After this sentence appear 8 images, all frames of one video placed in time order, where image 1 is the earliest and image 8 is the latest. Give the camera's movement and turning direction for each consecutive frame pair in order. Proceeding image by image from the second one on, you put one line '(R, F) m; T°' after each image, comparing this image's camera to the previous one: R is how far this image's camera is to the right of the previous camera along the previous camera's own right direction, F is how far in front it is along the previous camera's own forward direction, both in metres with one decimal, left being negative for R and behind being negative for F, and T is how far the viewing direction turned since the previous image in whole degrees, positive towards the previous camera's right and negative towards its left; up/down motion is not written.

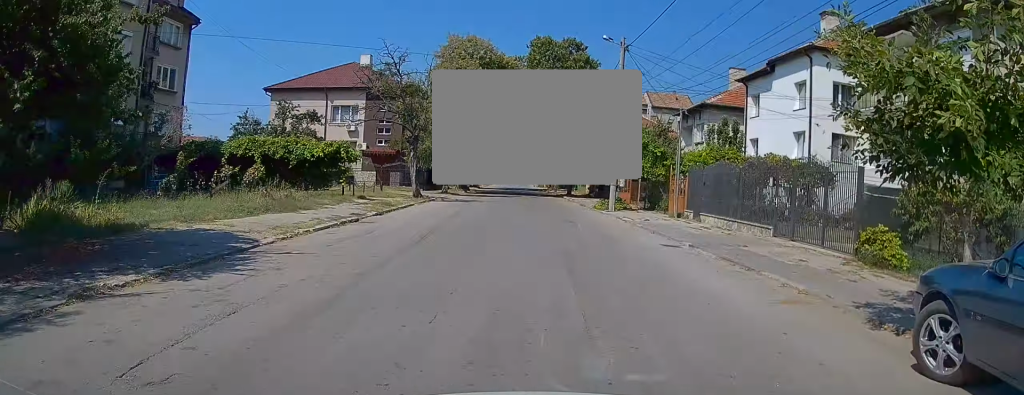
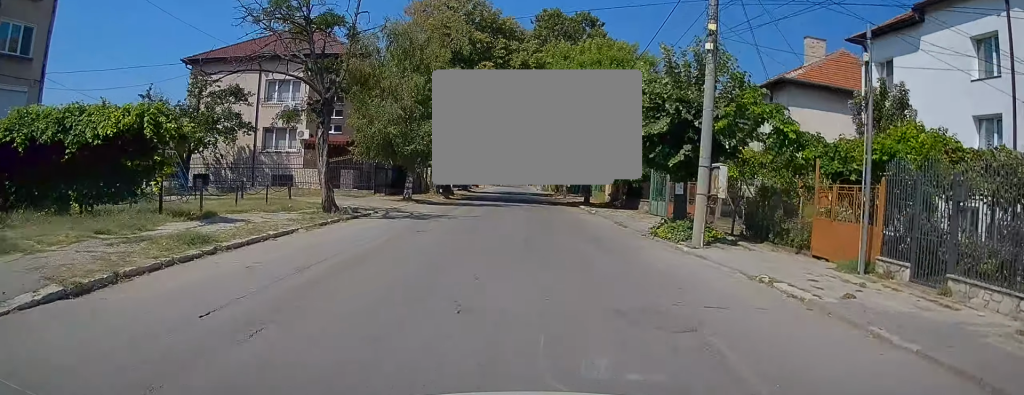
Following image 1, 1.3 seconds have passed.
(-0.2, +14.6) m; -2°
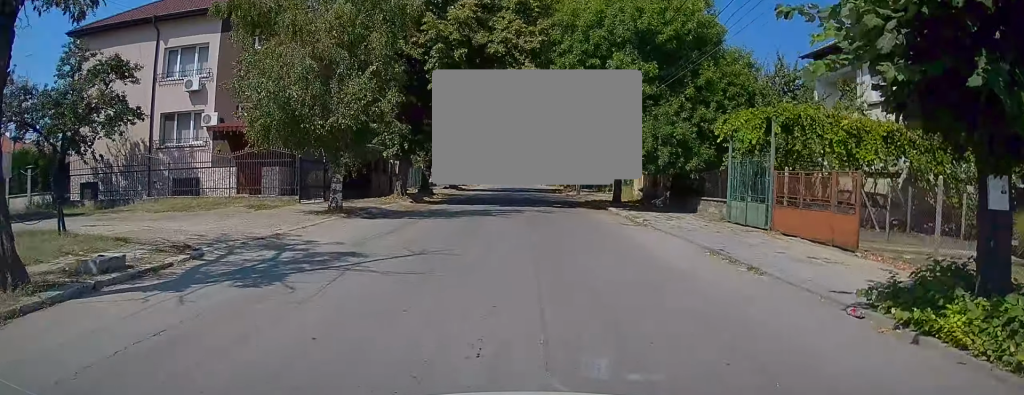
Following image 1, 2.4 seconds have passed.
(-0.3, +12.0) m; -2°
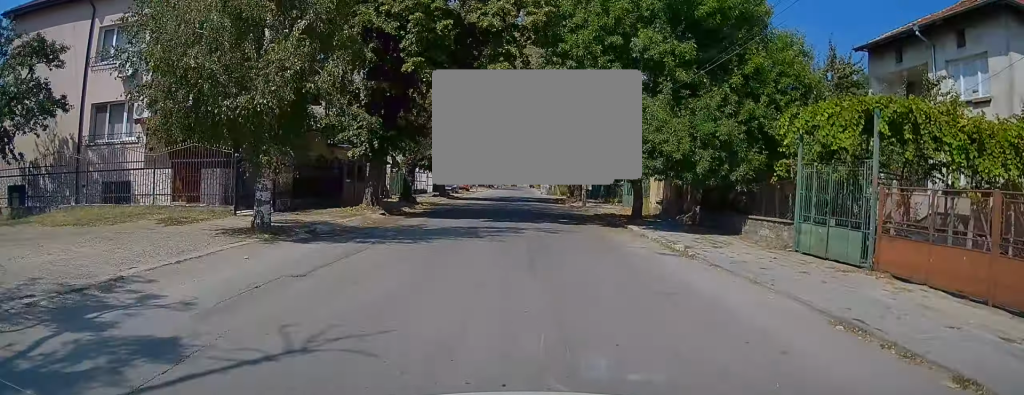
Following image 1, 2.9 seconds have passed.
(-0.2, +5.3) m; 0°
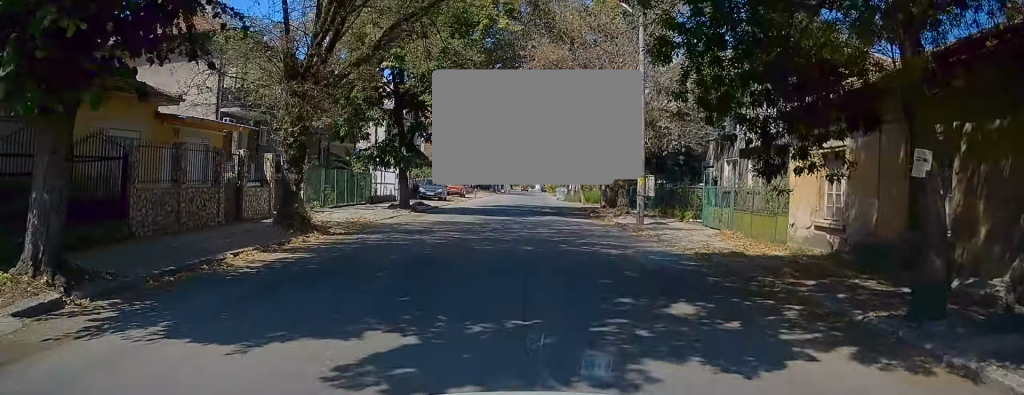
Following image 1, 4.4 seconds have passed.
(+0.2, +17.2) m; -1°
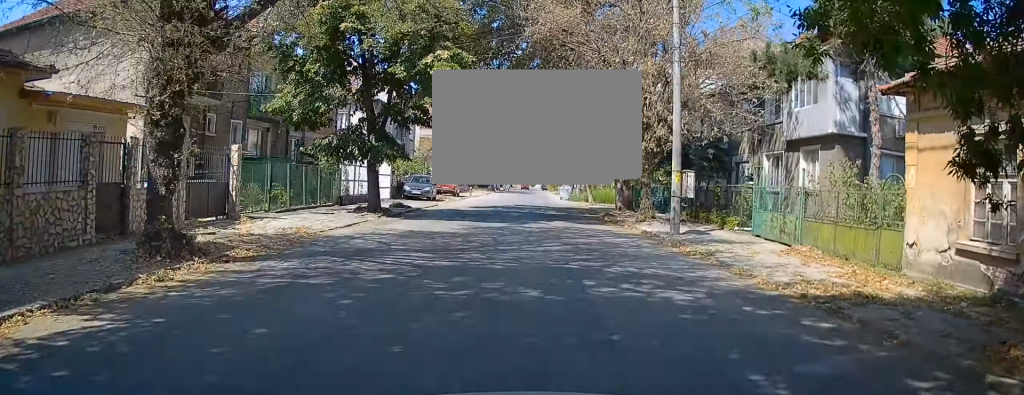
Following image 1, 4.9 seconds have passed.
(-0.1, +5.7) m; -1°
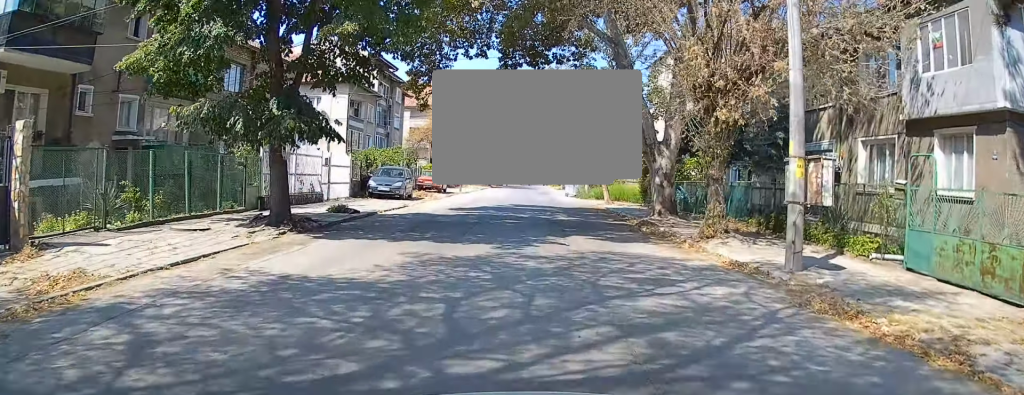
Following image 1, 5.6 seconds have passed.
(0.0, +8.5) m; 0°
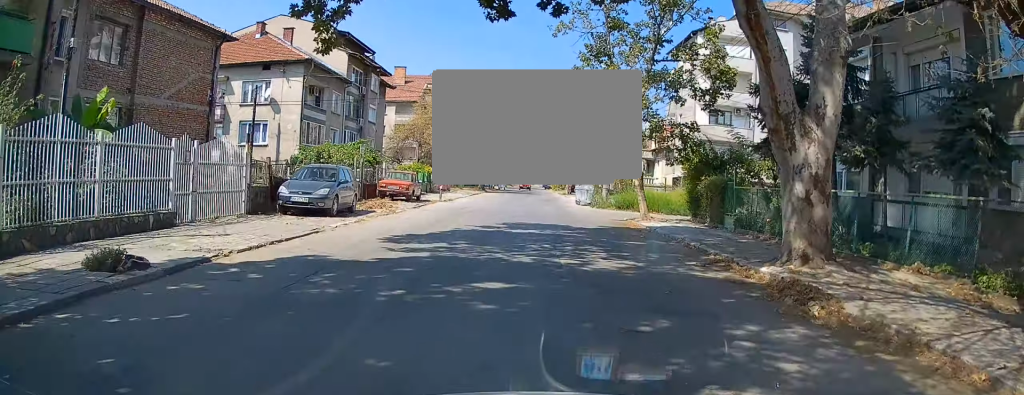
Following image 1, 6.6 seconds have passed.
(+0.1, +10.8) m; +2°
